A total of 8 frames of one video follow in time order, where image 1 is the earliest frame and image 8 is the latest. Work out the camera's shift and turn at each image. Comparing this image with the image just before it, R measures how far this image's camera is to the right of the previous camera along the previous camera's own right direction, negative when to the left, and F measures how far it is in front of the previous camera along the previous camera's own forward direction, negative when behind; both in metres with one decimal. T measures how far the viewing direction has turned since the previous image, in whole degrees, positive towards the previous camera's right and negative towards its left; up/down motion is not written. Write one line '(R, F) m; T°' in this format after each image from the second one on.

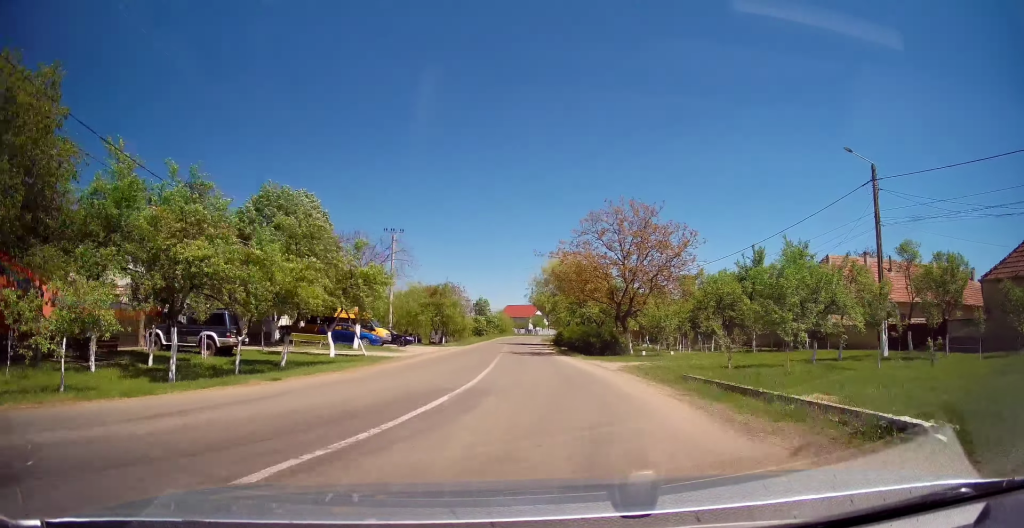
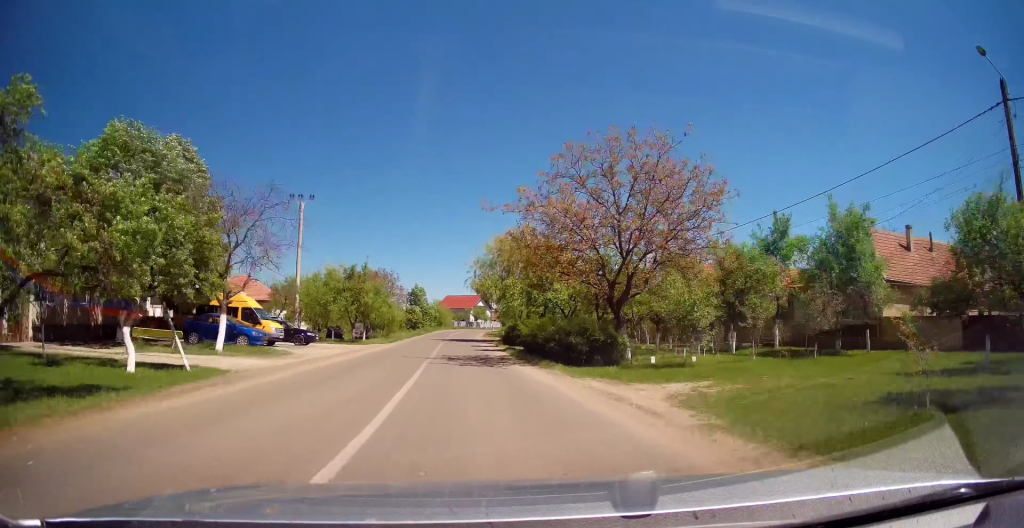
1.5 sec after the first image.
(+0.9, +10.1) m; +6°
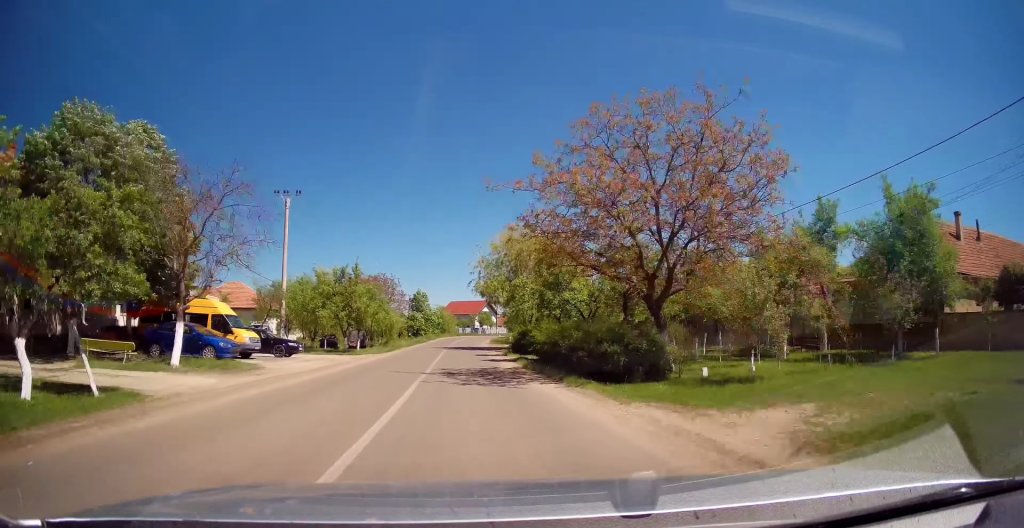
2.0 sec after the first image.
(0.0, +3.8) m; 0°
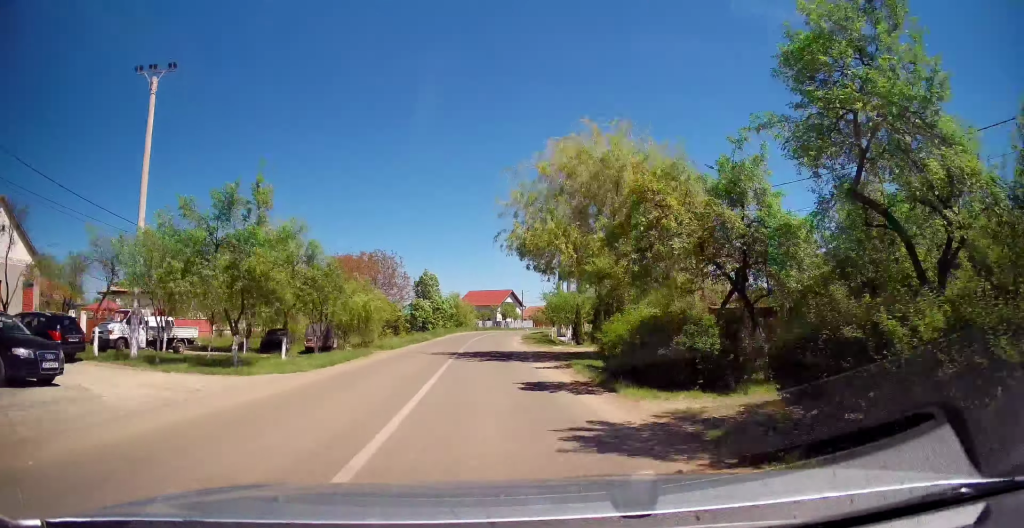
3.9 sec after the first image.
(-0.5, +17.8) m; -4°
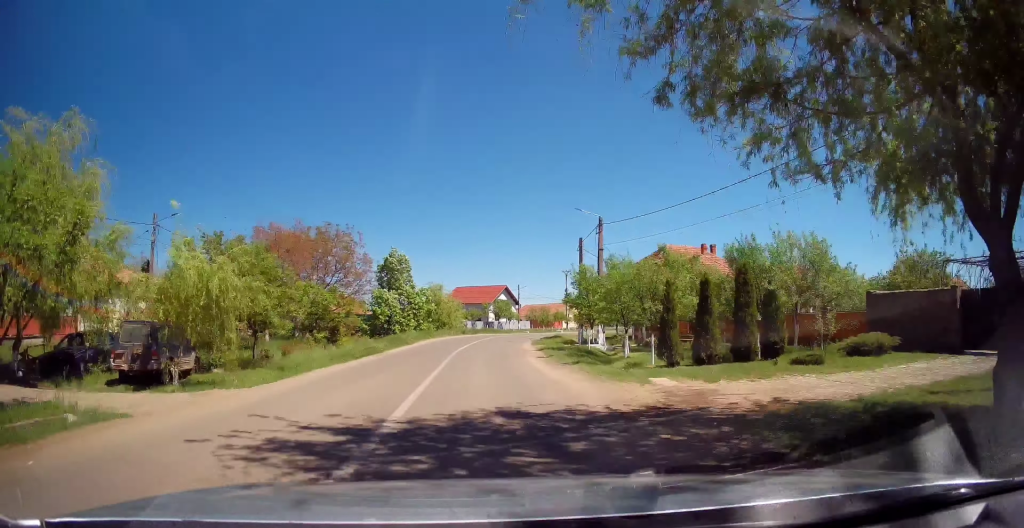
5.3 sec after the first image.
(+0.2, +16.6) m; +2°
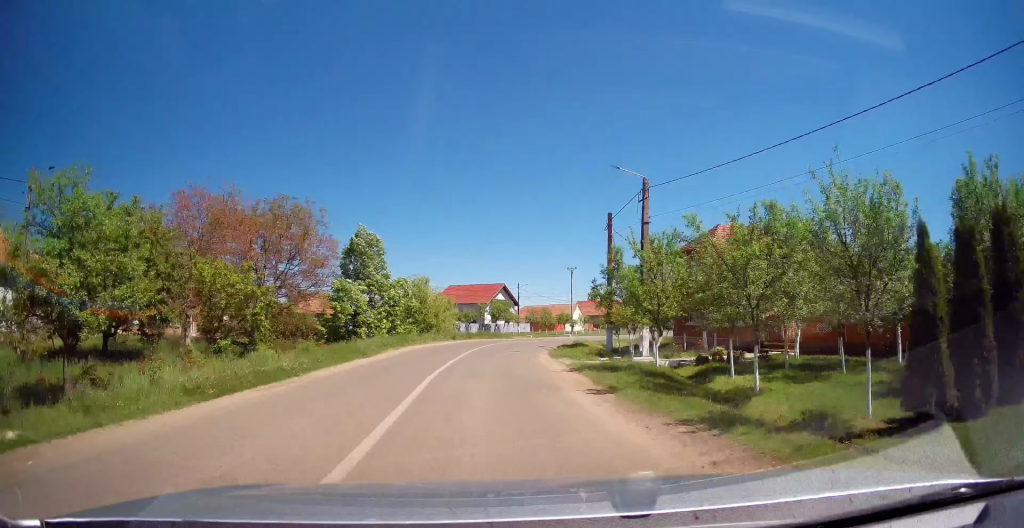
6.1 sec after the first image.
(0.0, +10.4) m; +1°
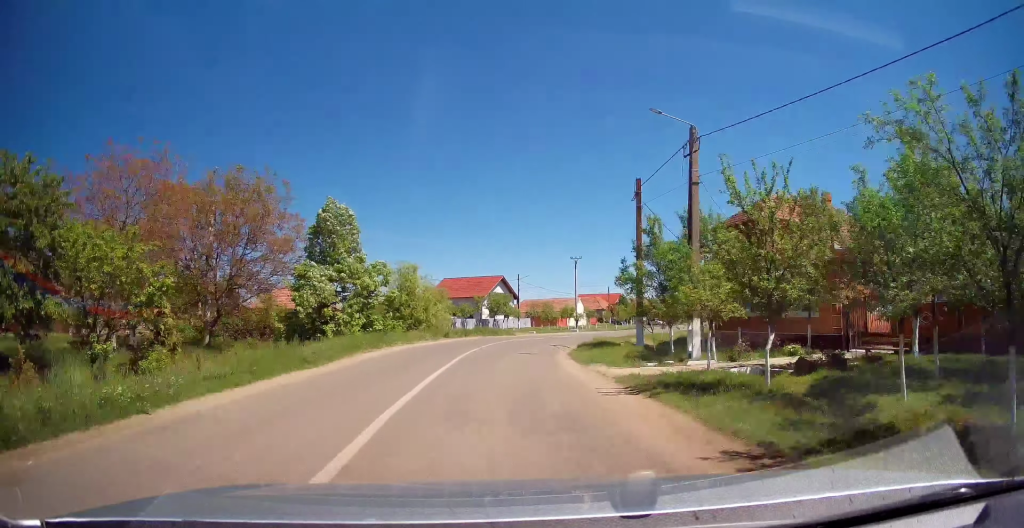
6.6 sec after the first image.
(-0.2, +6.4) m; +1°
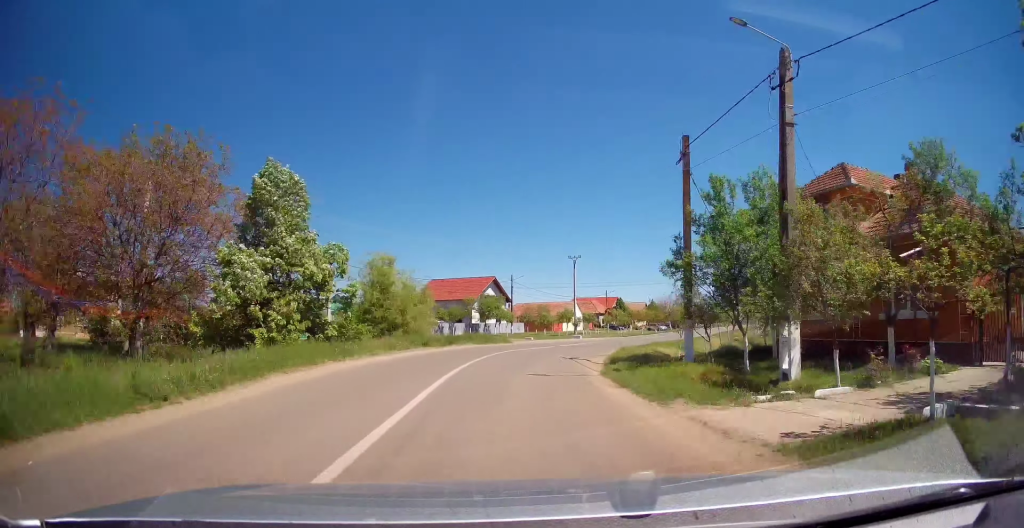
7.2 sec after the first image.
(+0.3, +6.9) m; +2°
